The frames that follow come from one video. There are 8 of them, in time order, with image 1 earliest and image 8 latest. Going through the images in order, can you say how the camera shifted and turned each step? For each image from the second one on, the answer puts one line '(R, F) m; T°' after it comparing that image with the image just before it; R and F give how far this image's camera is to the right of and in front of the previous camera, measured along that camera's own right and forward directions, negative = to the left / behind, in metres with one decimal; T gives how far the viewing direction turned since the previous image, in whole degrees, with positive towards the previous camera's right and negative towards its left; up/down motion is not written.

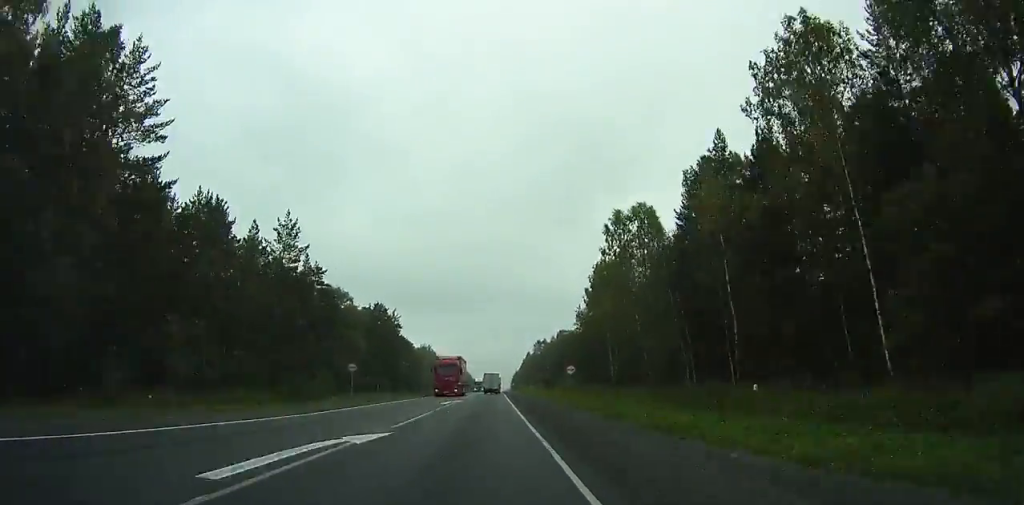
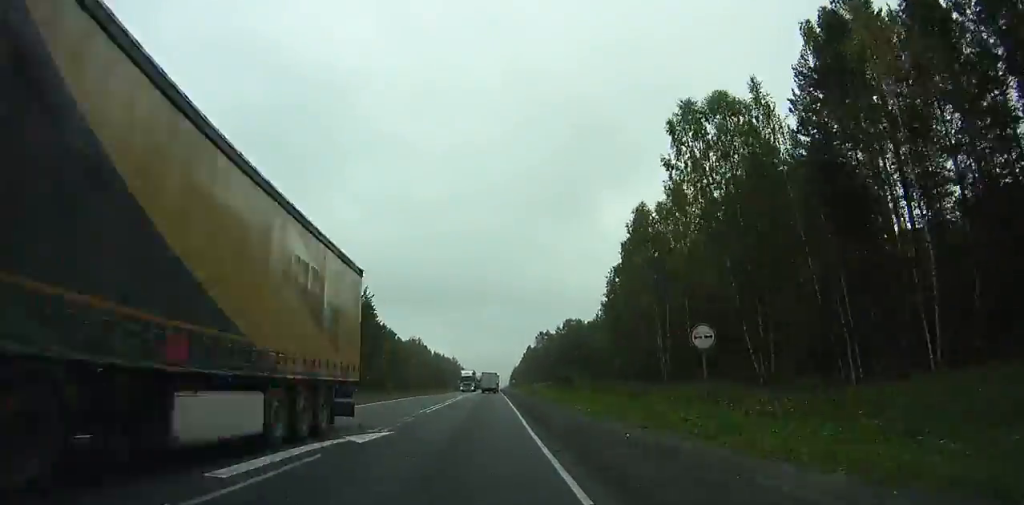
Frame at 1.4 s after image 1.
(0.0, +27.9) m; 0°
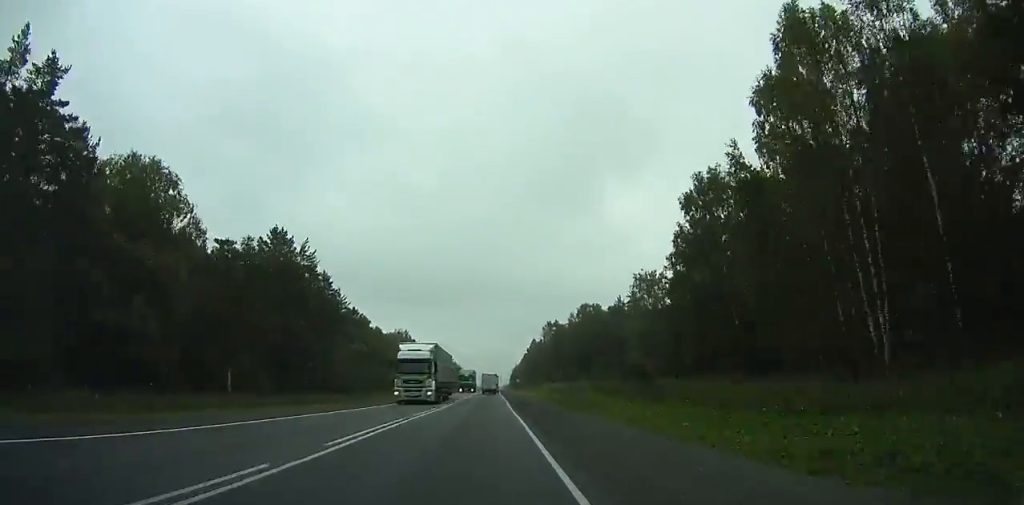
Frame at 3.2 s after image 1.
(+0.1, +35.7) m; 0°
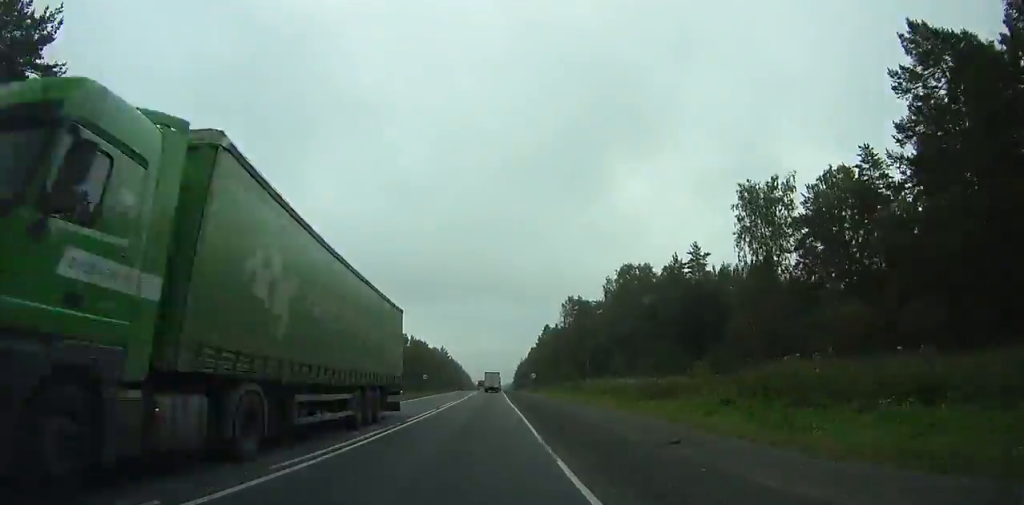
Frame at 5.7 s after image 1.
(-0.1, +49.2) m; 0°
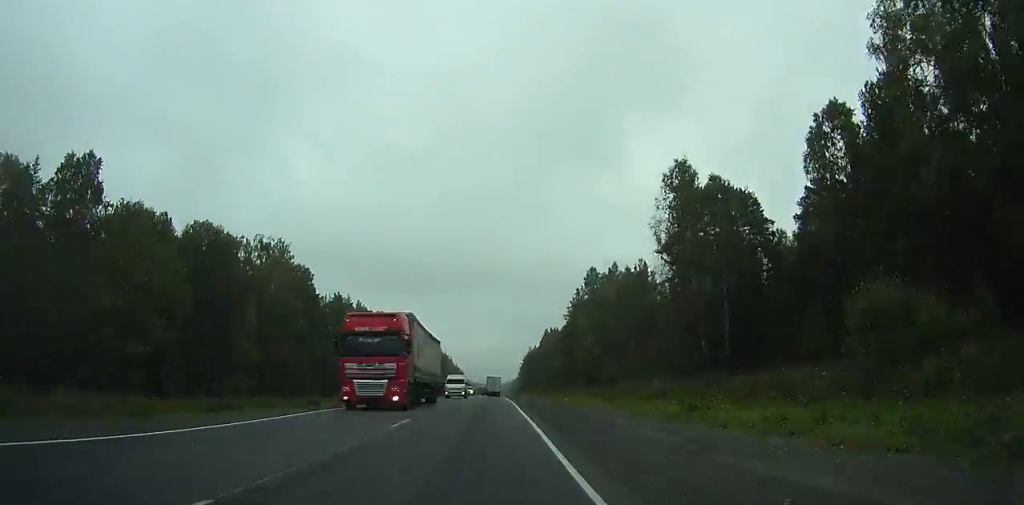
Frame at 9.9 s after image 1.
(0.0, +82.8) m; 0°
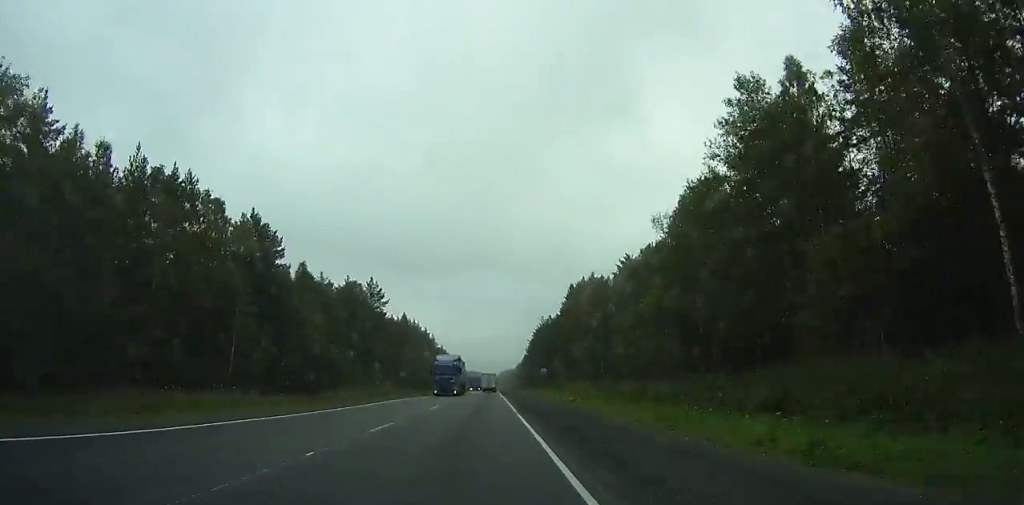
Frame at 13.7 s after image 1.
(+0.5, +76.1) m; 0°
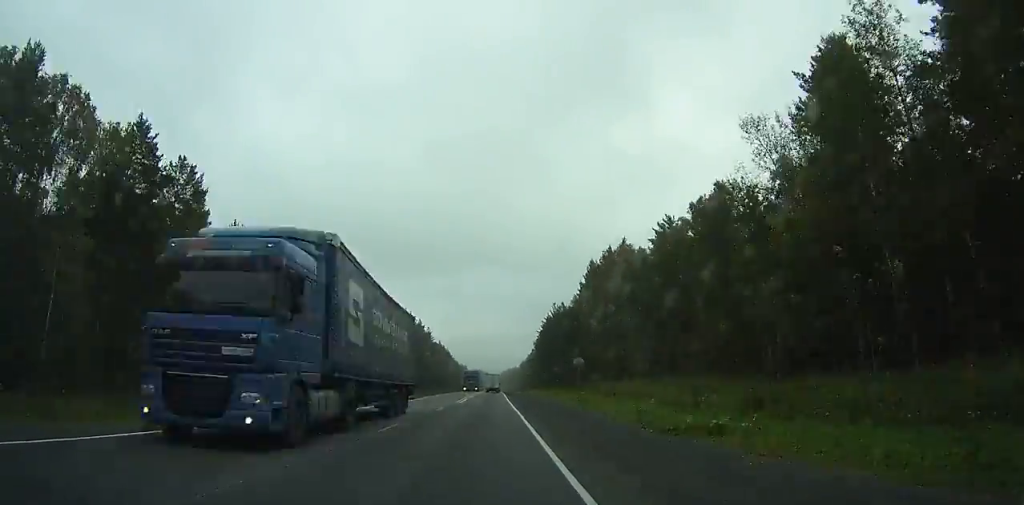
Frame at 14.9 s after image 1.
(+0.2, +24.4) m; 0°
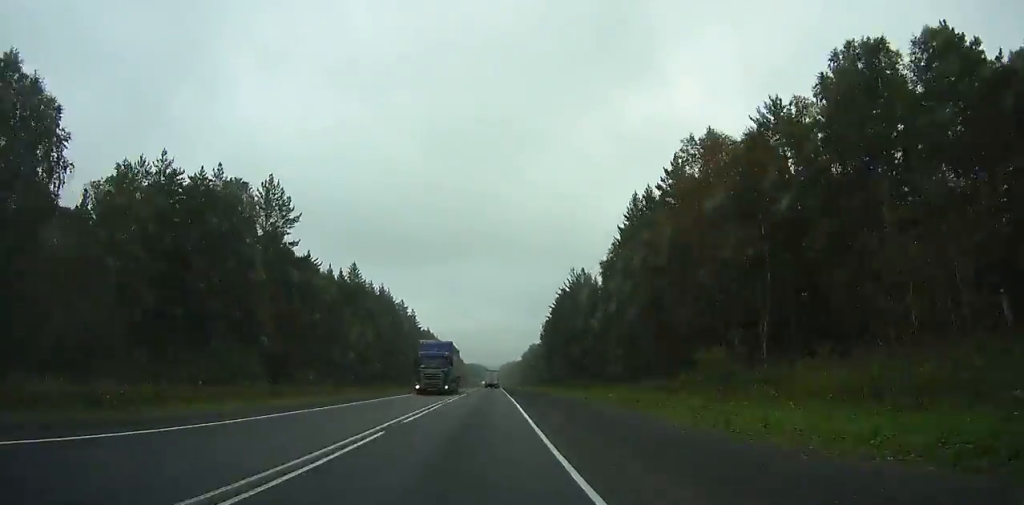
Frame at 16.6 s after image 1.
(-0.1, +35.1) m; 0°
